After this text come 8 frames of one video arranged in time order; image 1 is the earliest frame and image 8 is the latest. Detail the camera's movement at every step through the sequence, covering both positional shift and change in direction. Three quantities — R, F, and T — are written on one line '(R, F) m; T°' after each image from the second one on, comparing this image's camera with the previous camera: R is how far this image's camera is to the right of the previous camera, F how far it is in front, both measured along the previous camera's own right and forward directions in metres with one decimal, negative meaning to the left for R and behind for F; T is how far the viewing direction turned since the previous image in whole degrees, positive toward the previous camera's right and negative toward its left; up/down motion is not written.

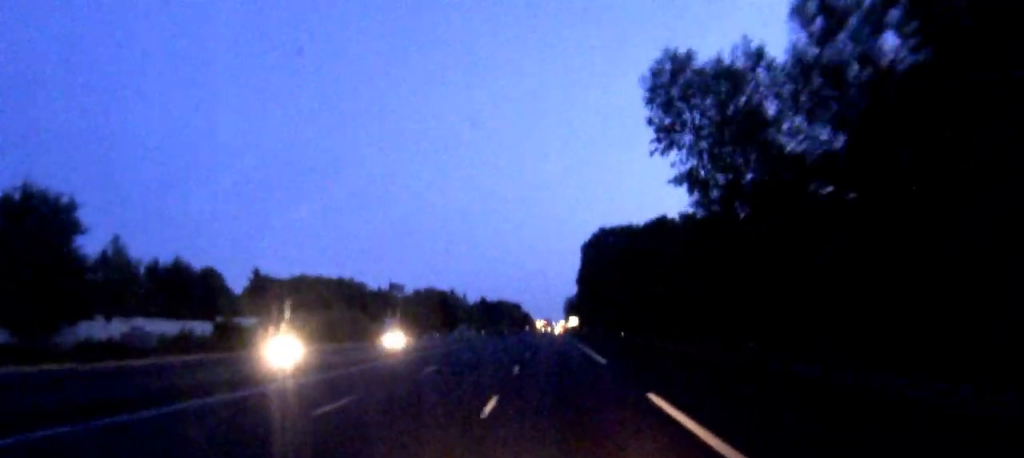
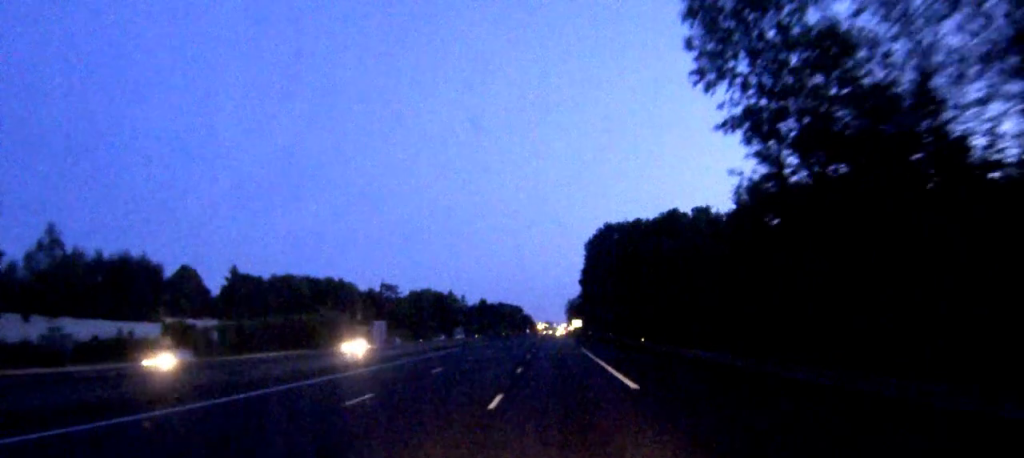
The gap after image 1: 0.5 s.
(+0.1, +11.0) m; 0°
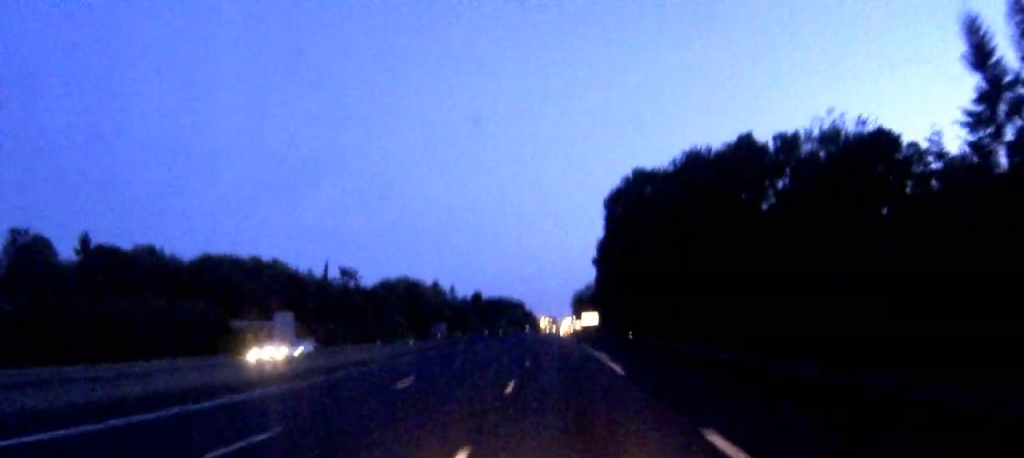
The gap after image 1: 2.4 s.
(-0.2, +46.9) m; 0°
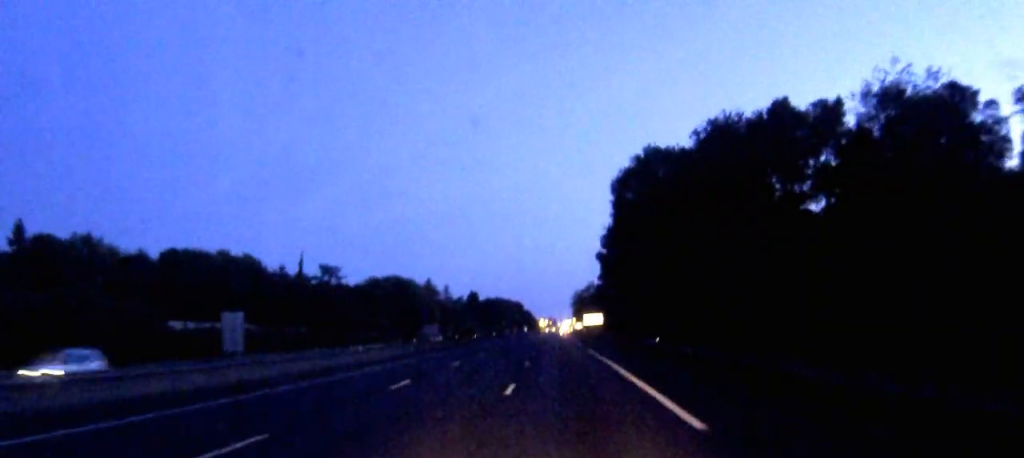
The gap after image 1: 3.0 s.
(+0.1, +13.6) m; 0°
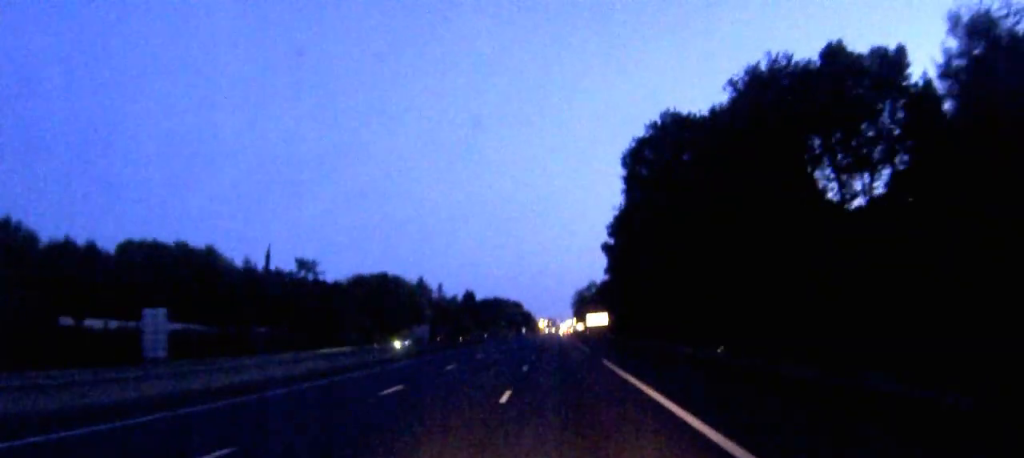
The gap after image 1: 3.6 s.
(0.0, +14.5) m; 0°
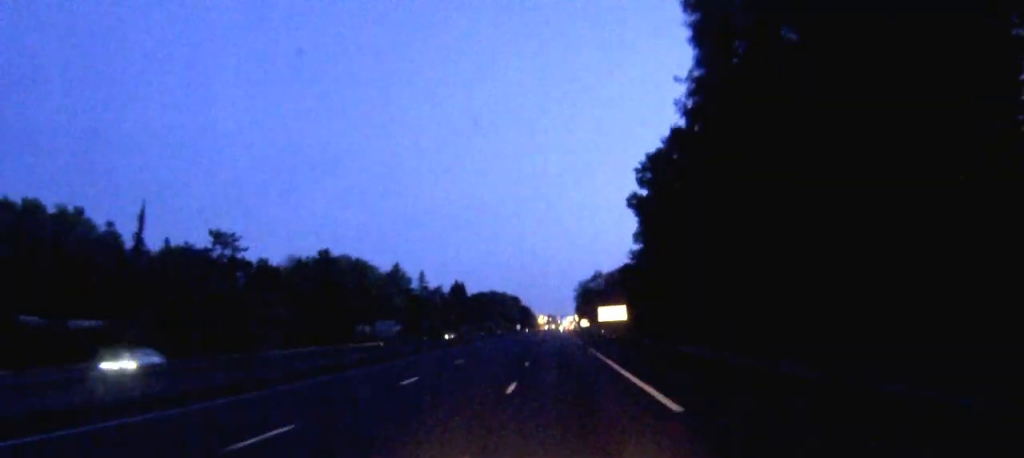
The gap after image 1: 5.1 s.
(-0.1, +36.2) m; 0°
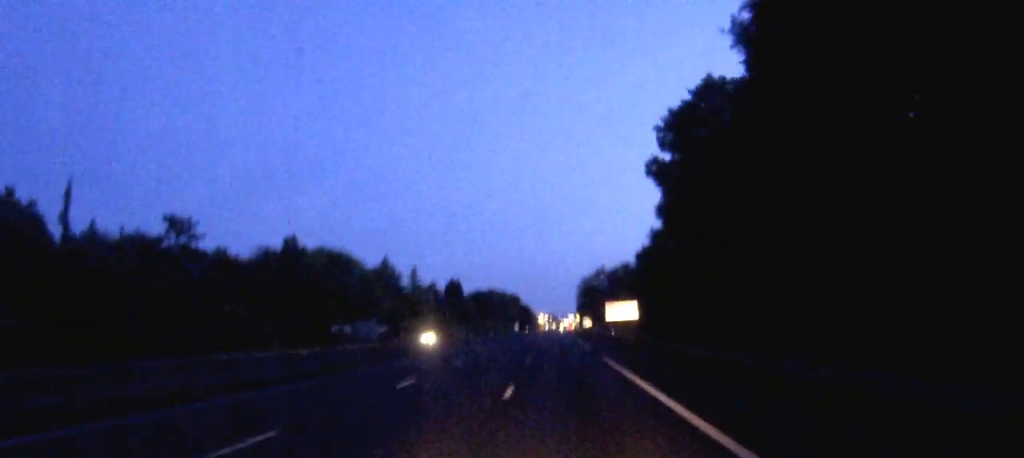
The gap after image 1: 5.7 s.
(0.0, +13.7) m; 0°
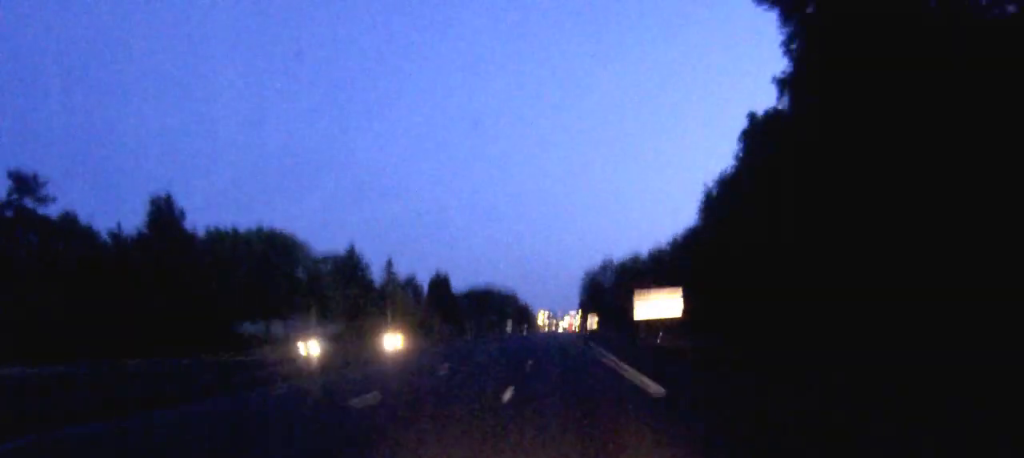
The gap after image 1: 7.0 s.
(+0.1, +31.6) m; 0°
